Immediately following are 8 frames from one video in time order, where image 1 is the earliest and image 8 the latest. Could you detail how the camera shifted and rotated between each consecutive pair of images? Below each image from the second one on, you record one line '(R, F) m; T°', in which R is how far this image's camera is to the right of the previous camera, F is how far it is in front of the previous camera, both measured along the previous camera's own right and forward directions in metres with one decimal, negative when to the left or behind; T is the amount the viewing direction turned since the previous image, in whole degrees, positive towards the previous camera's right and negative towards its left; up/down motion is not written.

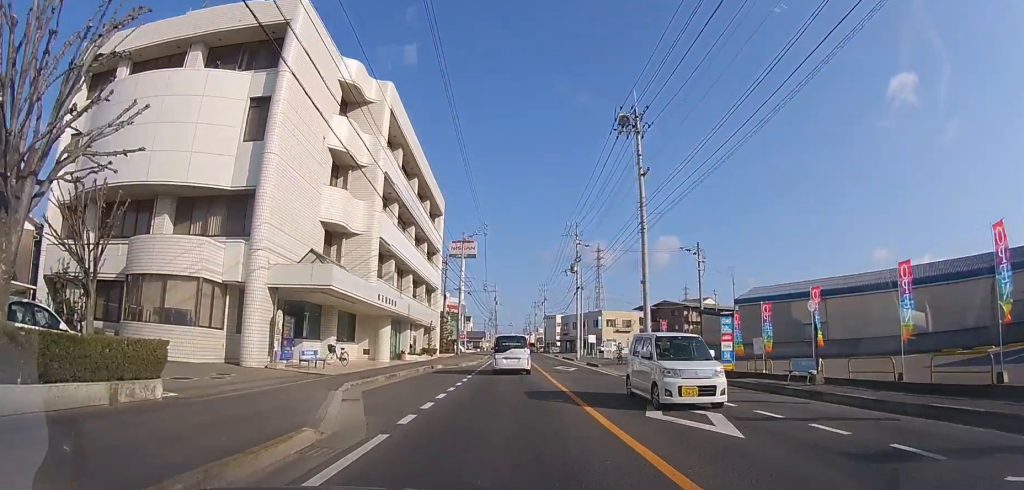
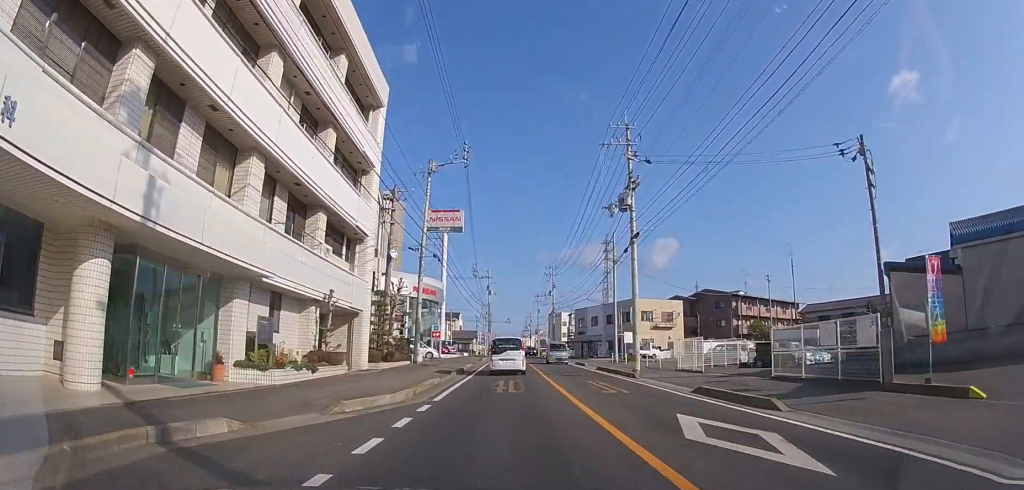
(+0.1, +22.4) m; 0°
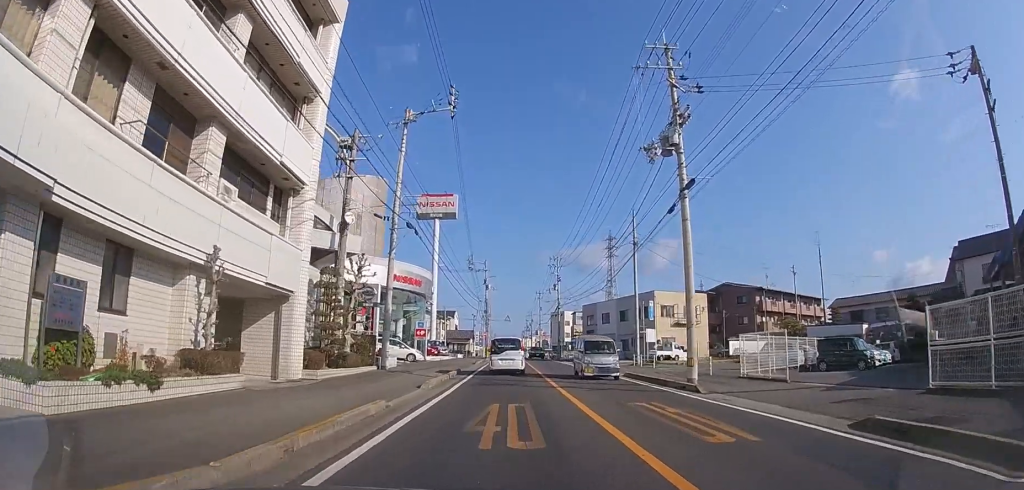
(0.0, +7.6) m; -1°
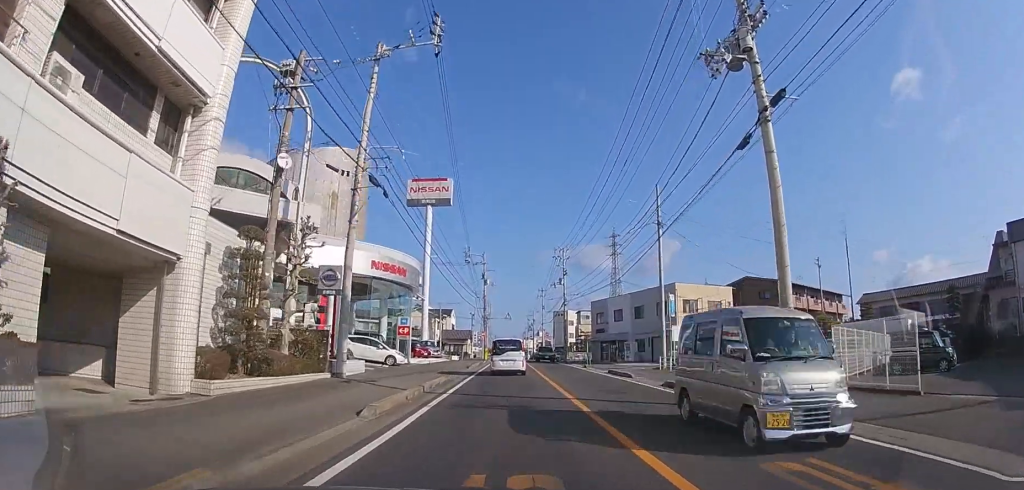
(0.0, +6.3) m; 0°
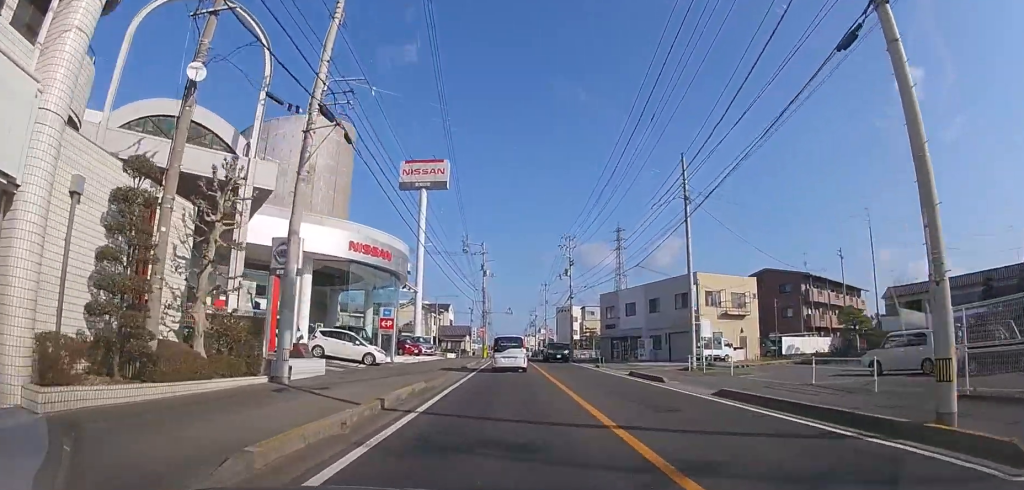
(0.0, +4.7) m; 0°
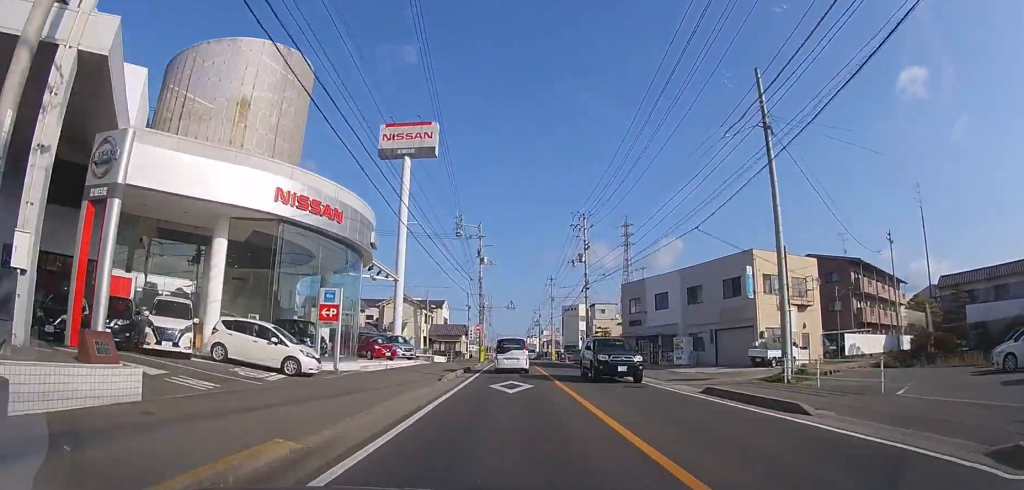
(0.0, +9.4) m; 0°
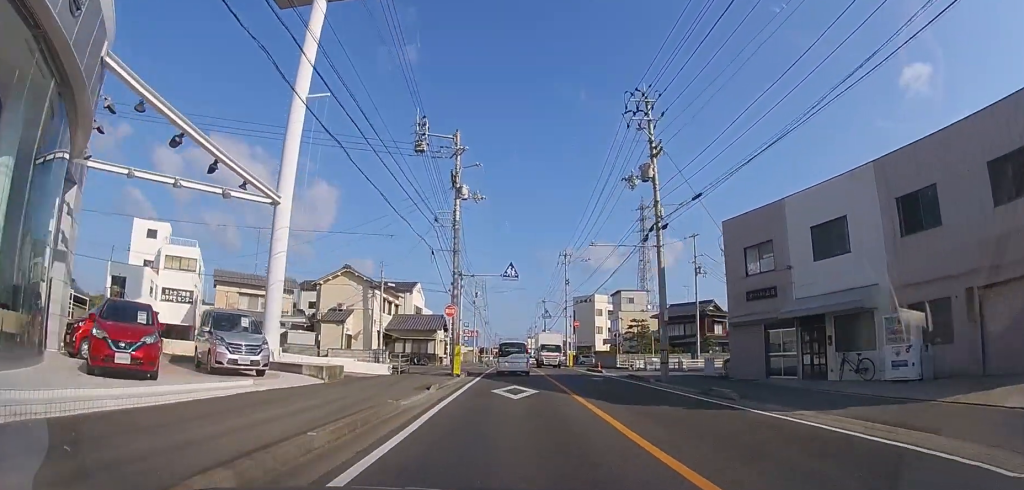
(+0.1, +21.4) m; 0°
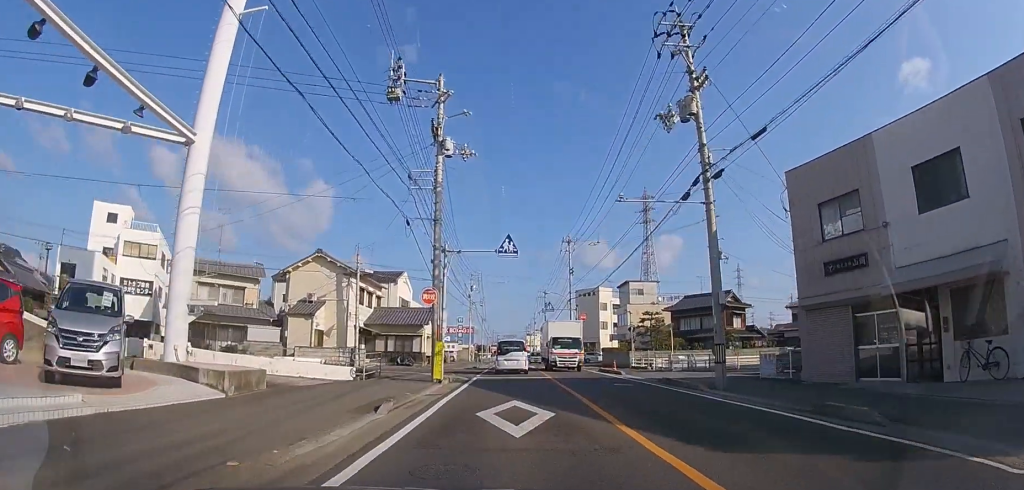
(0.0, +6.0) m; 0°
